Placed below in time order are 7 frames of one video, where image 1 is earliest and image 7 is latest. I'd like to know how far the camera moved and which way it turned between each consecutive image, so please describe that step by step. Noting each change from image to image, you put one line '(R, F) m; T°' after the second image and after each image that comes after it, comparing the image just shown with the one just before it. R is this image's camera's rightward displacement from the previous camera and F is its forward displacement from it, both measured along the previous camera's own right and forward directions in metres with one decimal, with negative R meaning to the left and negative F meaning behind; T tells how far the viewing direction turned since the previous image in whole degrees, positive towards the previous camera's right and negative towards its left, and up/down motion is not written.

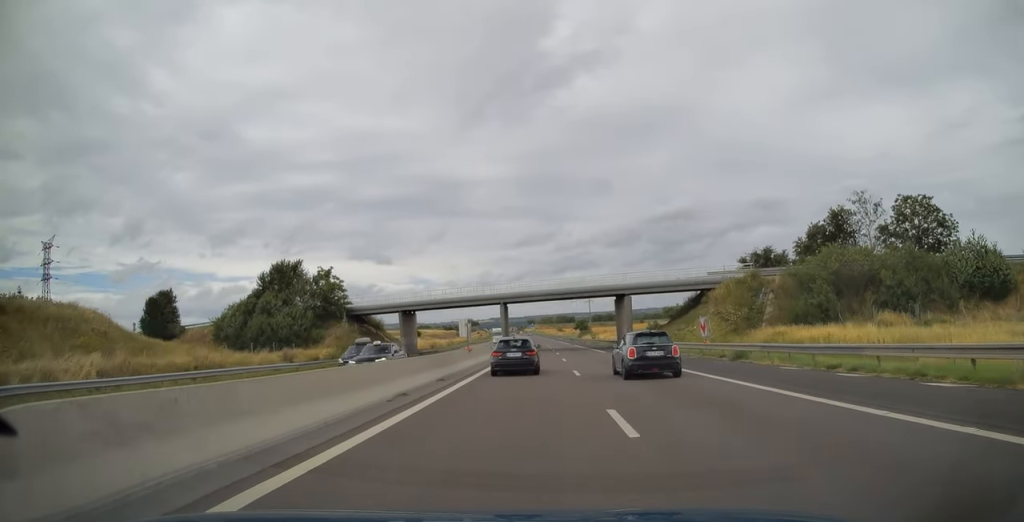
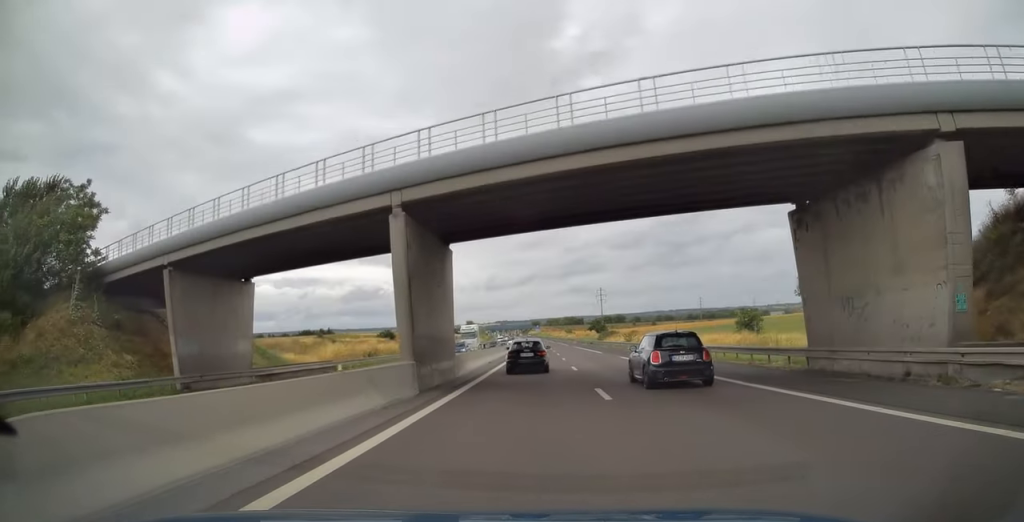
(-0.2, +45.7) m; 0°
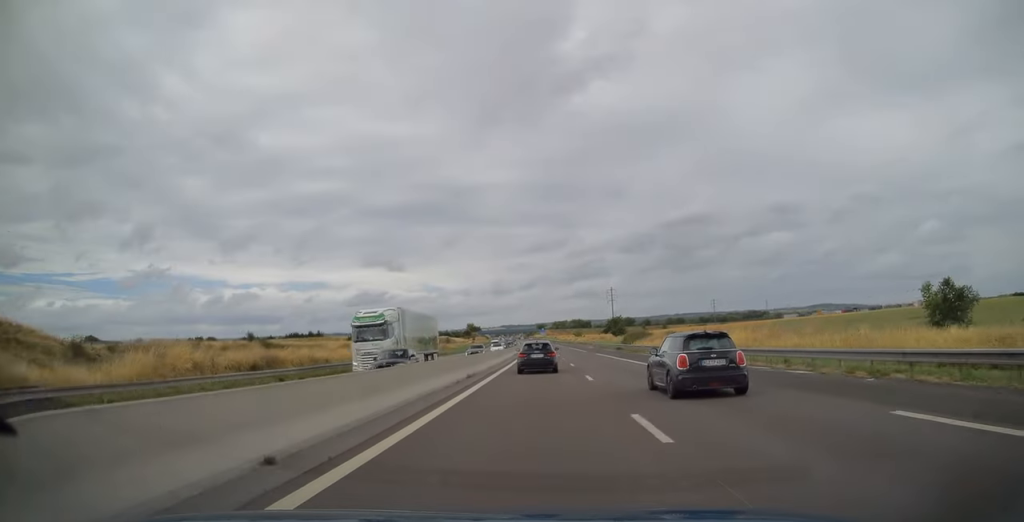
(+0.2, +30.7) m; 0°
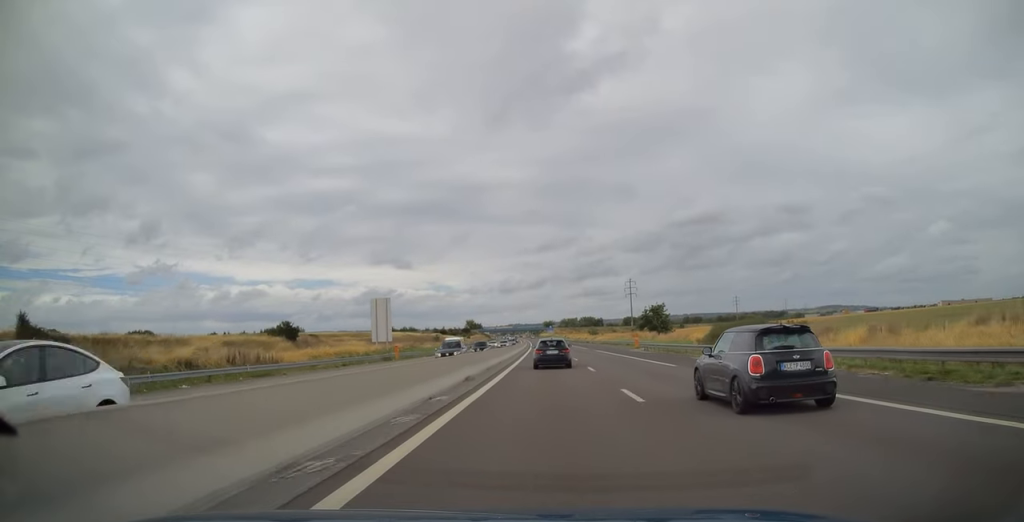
(-0.5, +46.0) m; -1°
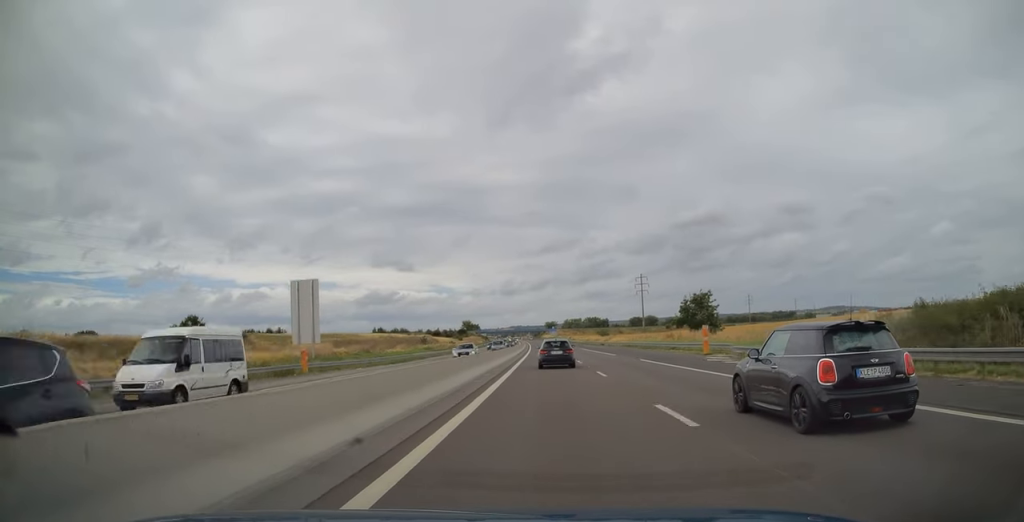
(-0.2, +29.1) m; -1°
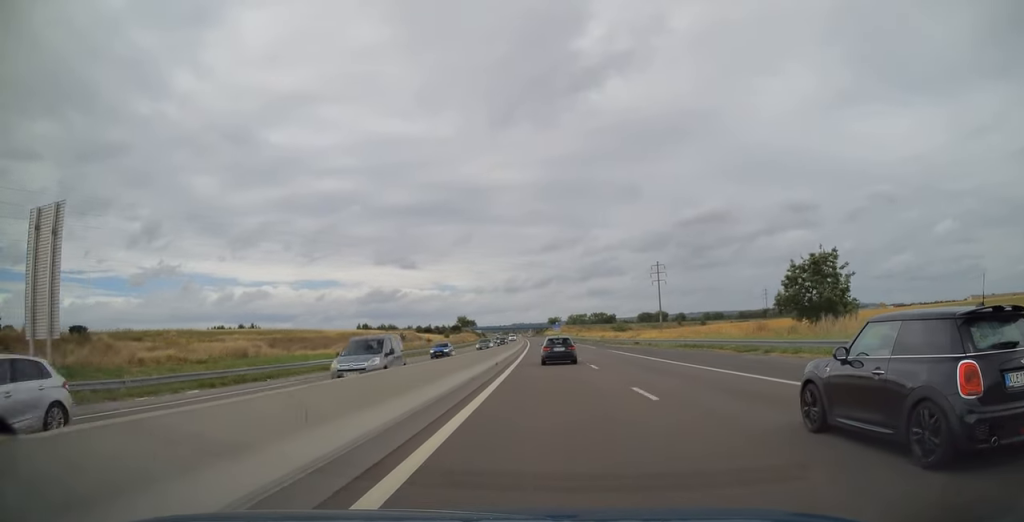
(-0.2, +35.3) m; 0°
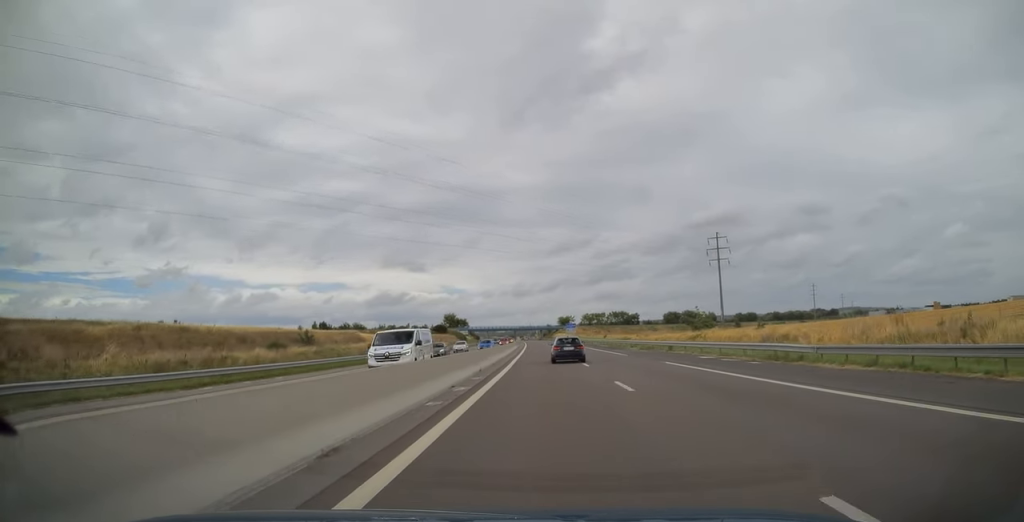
(-0.2, +75.2) m; 0°
